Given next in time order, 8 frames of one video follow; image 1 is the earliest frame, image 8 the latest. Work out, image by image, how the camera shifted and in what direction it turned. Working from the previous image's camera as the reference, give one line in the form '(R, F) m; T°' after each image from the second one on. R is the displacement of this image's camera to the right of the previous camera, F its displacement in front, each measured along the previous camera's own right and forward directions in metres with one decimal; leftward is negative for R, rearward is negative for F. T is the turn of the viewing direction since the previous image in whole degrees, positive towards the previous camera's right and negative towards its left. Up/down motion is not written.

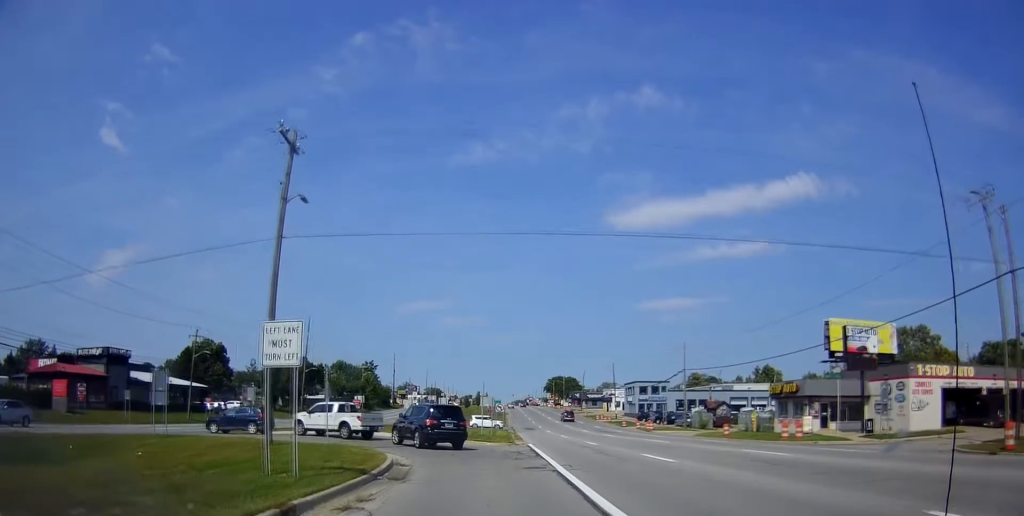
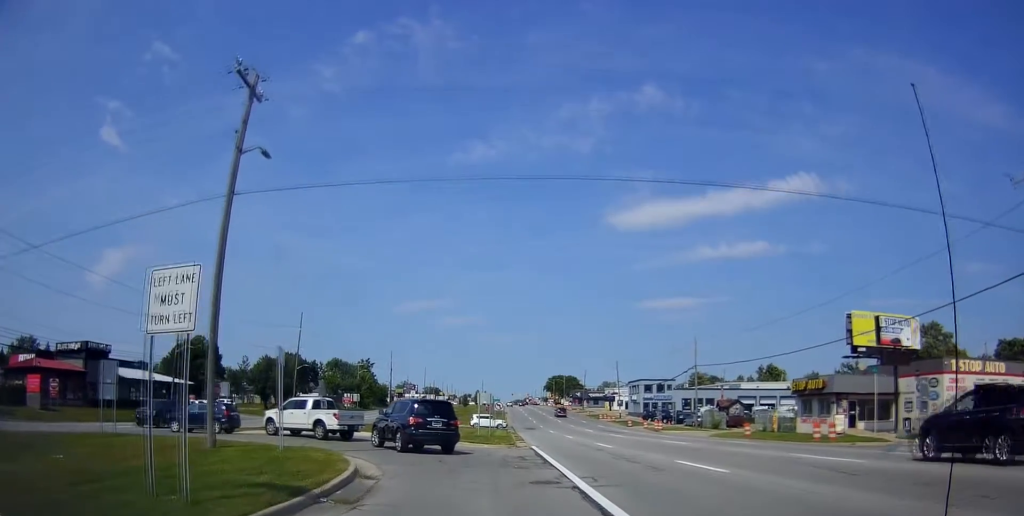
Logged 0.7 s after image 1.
(0.0, +6.7) m; 0°
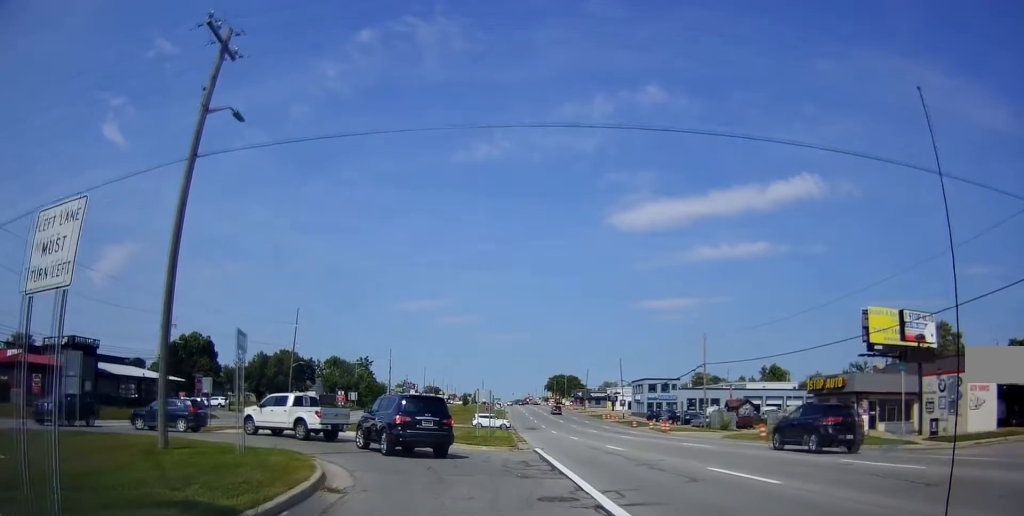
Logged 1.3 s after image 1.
(0.0, +4.9) m; 0°
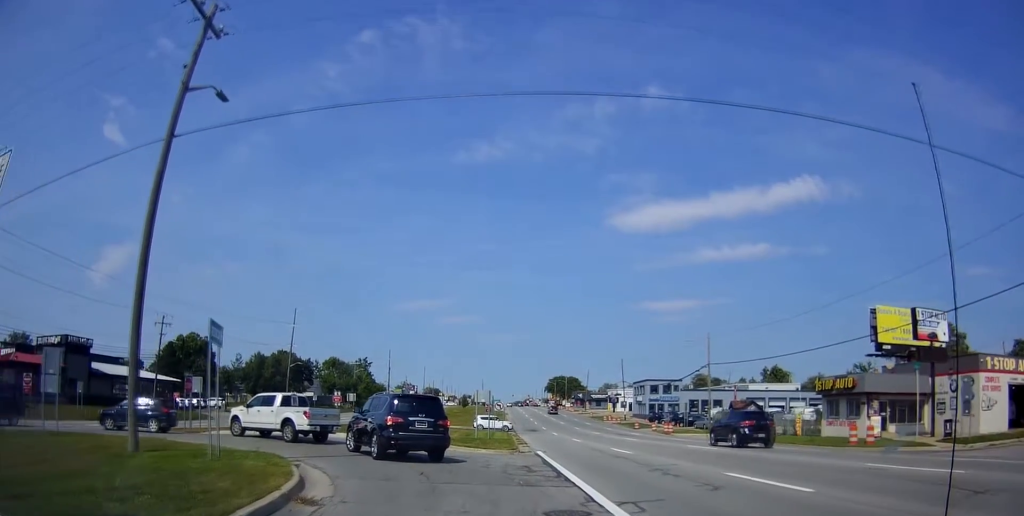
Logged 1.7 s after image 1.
(0.0, +2.7) m; 0°
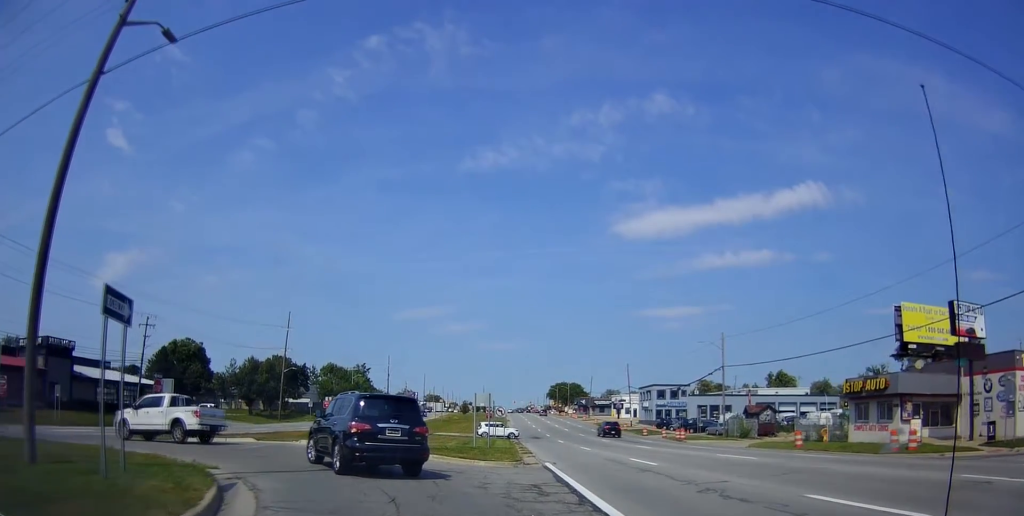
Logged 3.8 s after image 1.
(0.0, +8.5) m; -1°
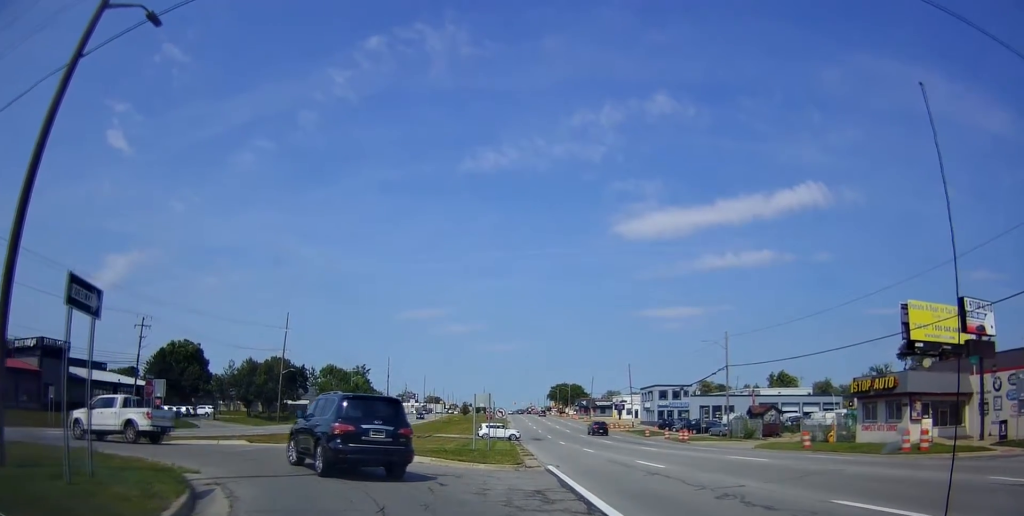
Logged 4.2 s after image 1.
(0.0, +1.3) m; -2°
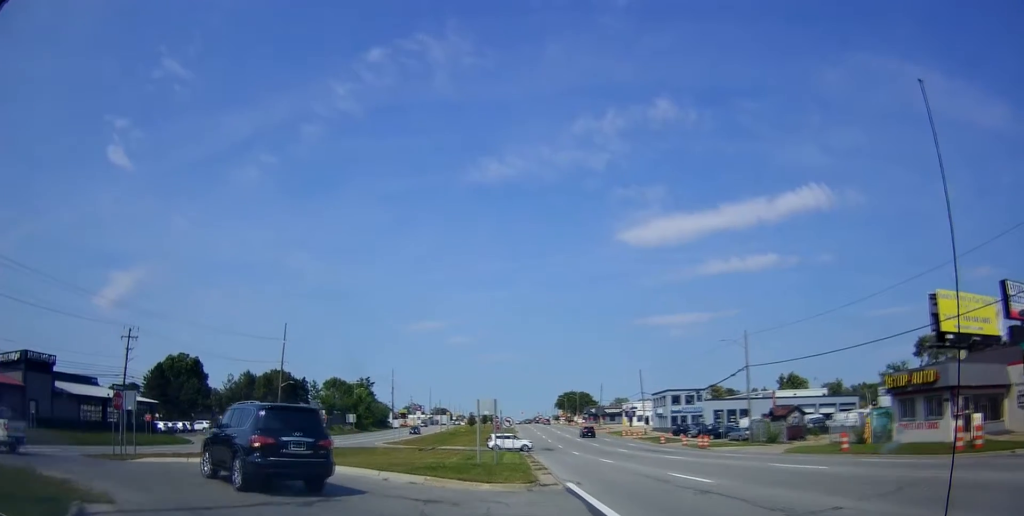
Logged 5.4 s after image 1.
(-0.2, +3.1) m; -6°
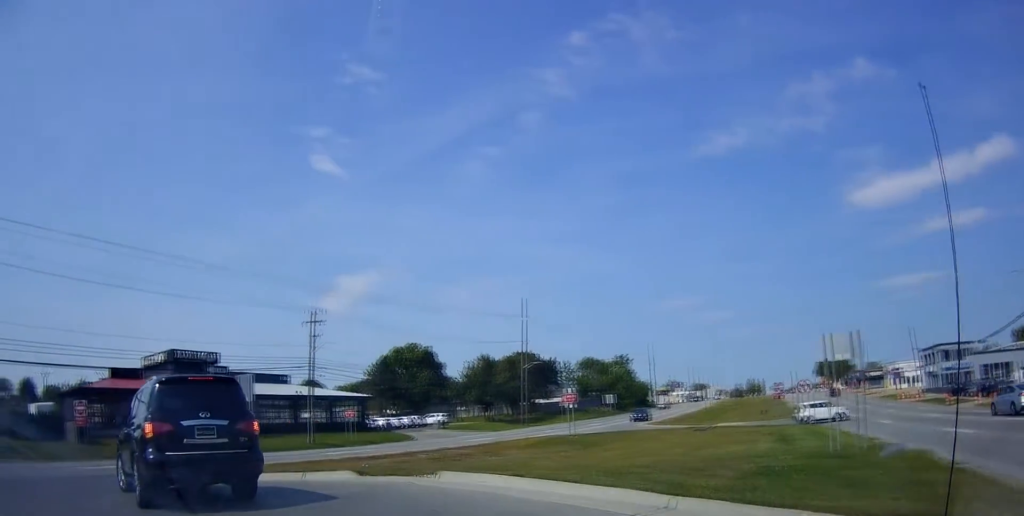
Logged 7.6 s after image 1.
(-0.9, +9.3) m; -13°
